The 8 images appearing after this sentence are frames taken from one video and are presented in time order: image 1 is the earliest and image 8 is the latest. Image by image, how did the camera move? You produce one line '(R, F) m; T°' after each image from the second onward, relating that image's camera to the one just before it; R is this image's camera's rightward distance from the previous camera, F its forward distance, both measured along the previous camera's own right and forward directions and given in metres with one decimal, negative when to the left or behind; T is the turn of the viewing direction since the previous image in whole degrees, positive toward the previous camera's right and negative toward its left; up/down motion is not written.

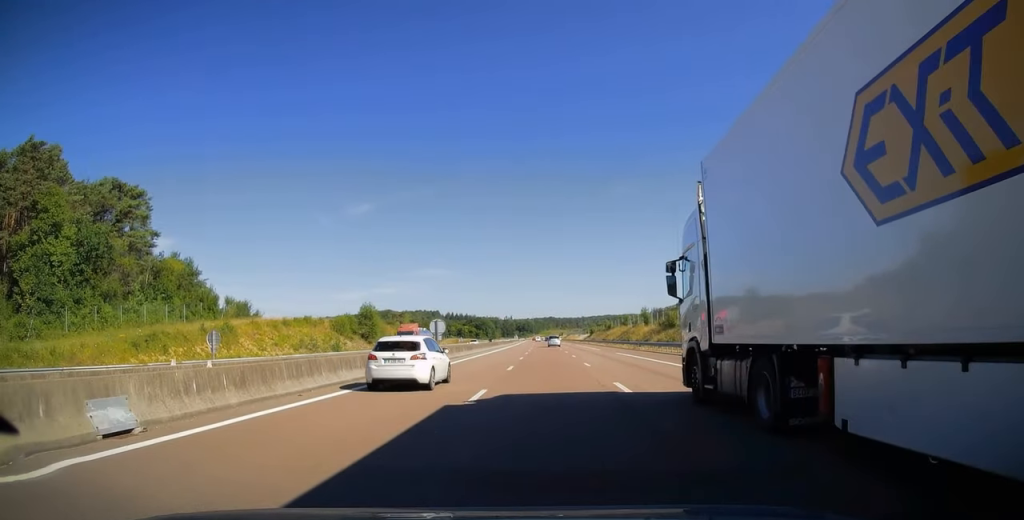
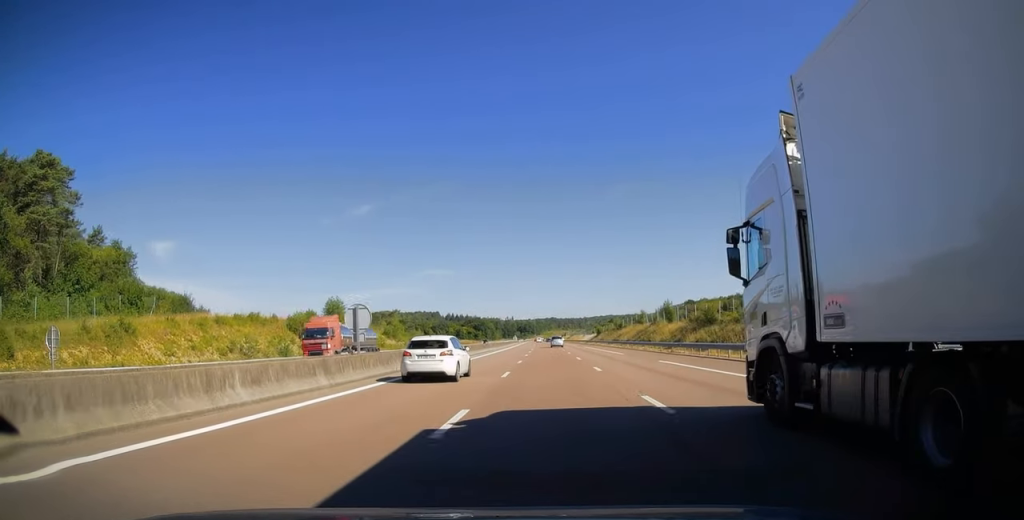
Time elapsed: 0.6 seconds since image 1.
(0.0, +17.8) m; 0°
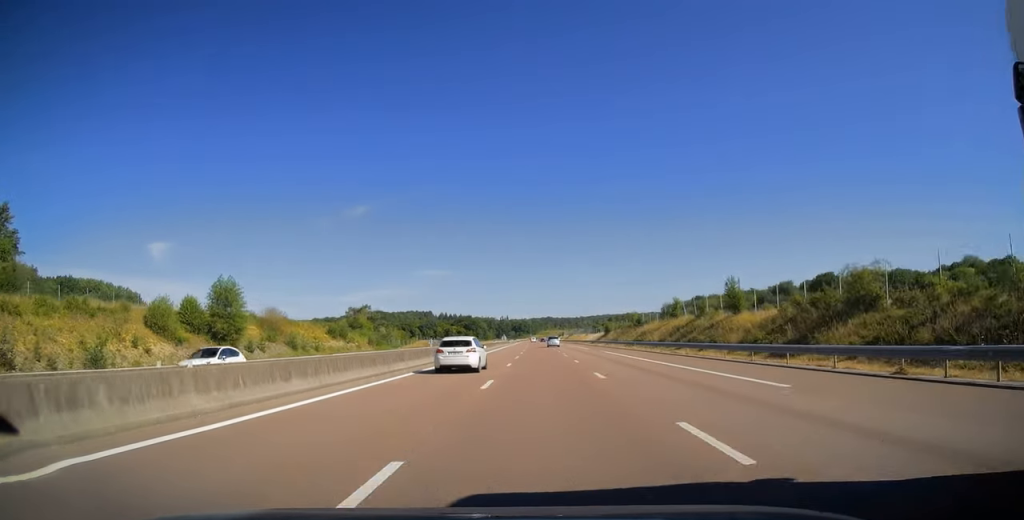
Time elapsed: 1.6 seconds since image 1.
(-0.2, +30.8) m; 0°
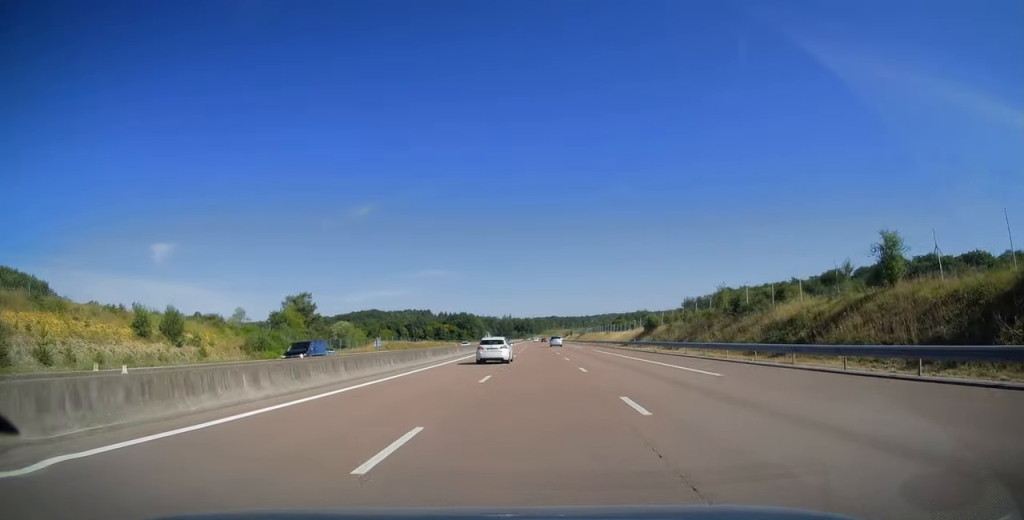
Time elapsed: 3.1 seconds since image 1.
(+0.1, +49.5) m; 0°
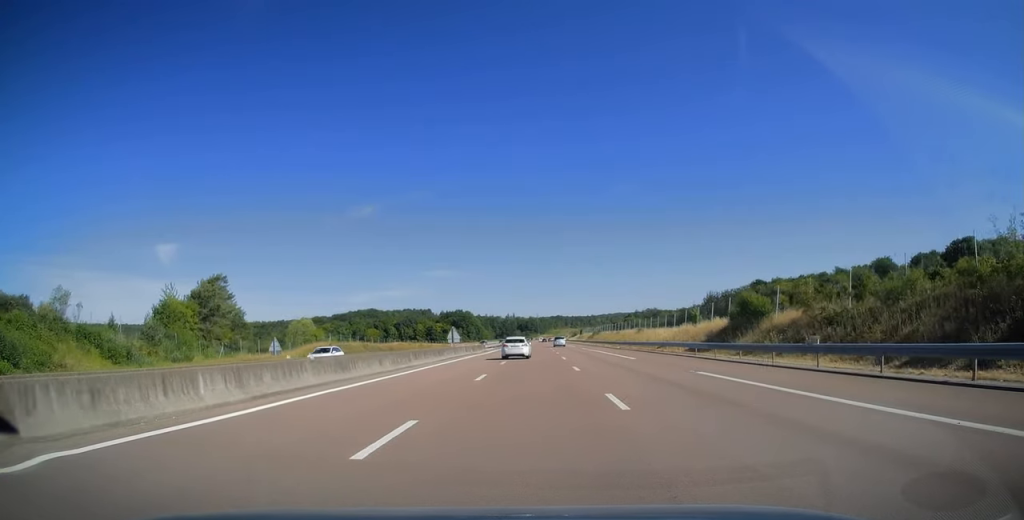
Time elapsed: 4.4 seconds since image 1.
(+0.1, +38.4) m; 0°
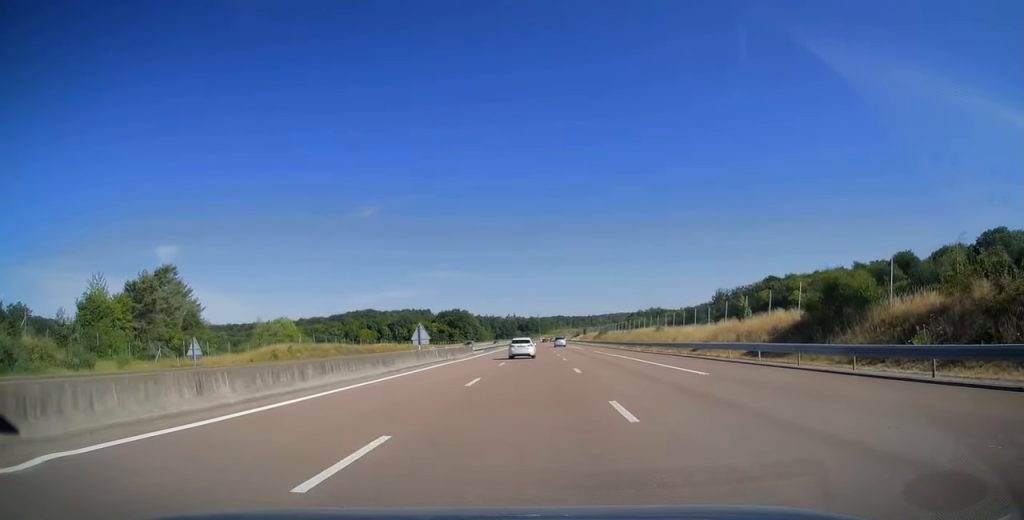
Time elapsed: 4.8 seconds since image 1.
(-0.1, +14.5) m; 0°
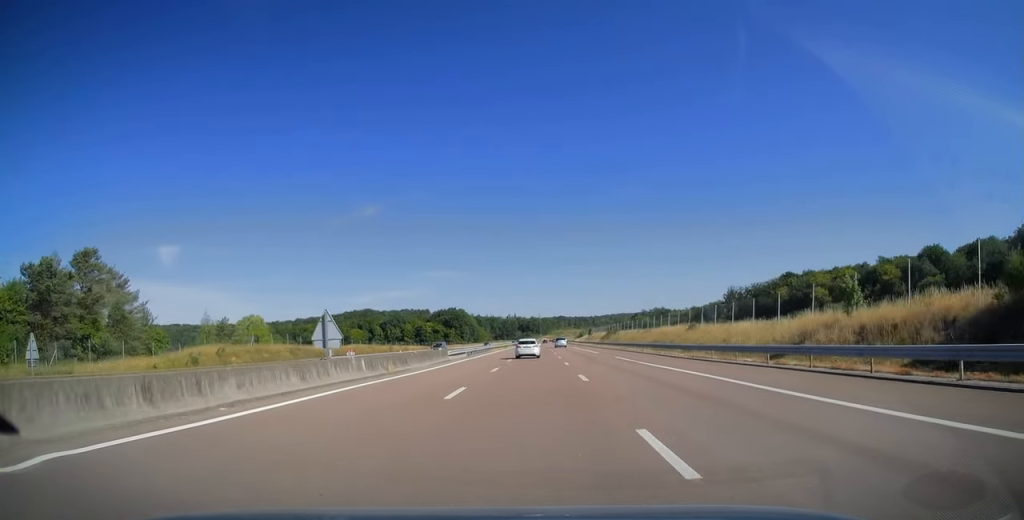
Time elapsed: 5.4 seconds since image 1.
(-0.1, +17.1) m; 0°
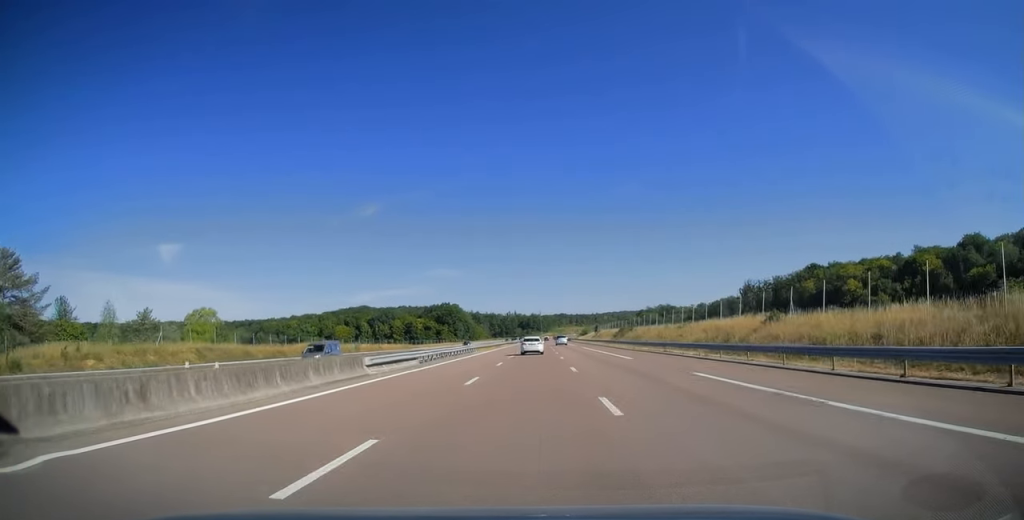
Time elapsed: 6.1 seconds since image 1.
(0.0, +21.8) m; 0°
